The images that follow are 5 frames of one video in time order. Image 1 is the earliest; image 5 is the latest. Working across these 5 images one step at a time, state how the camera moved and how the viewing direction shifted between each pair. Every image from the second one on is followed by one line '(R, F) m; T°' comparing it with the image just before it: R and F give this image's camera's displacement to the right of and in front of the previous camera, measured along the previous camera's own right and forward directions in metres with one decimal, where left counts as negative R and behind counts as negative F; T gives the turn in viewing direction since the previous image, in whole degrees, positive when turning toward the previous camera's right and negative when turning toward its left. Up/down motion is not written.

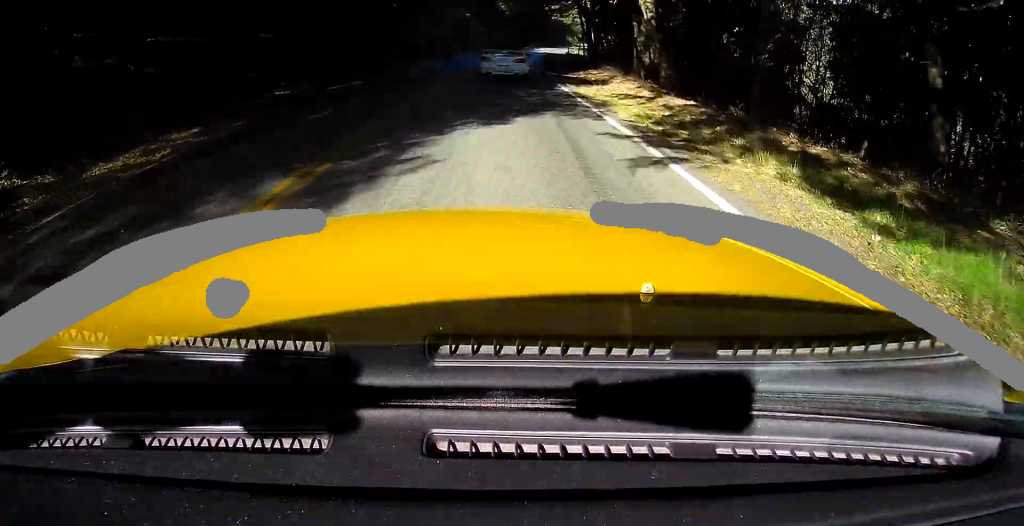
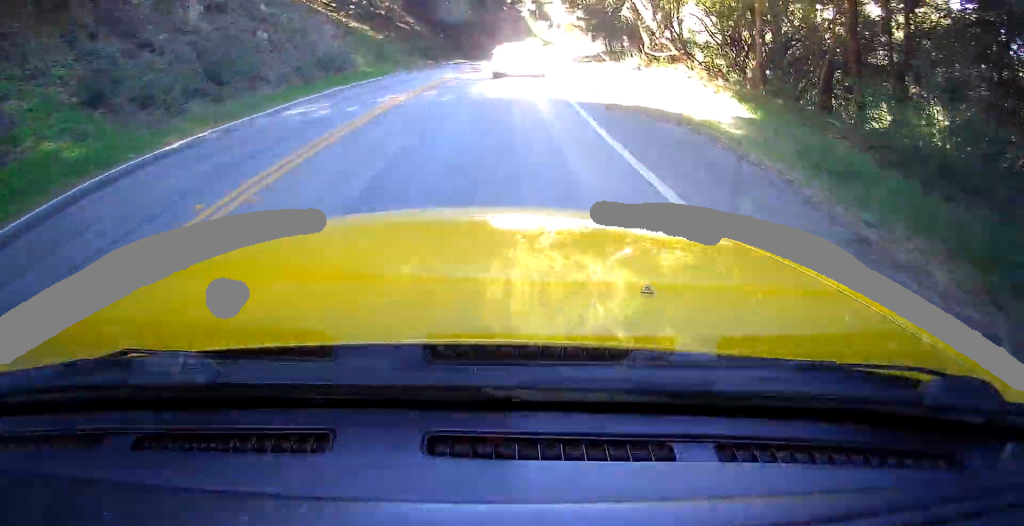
(+0.6, +53.5) m; +2°
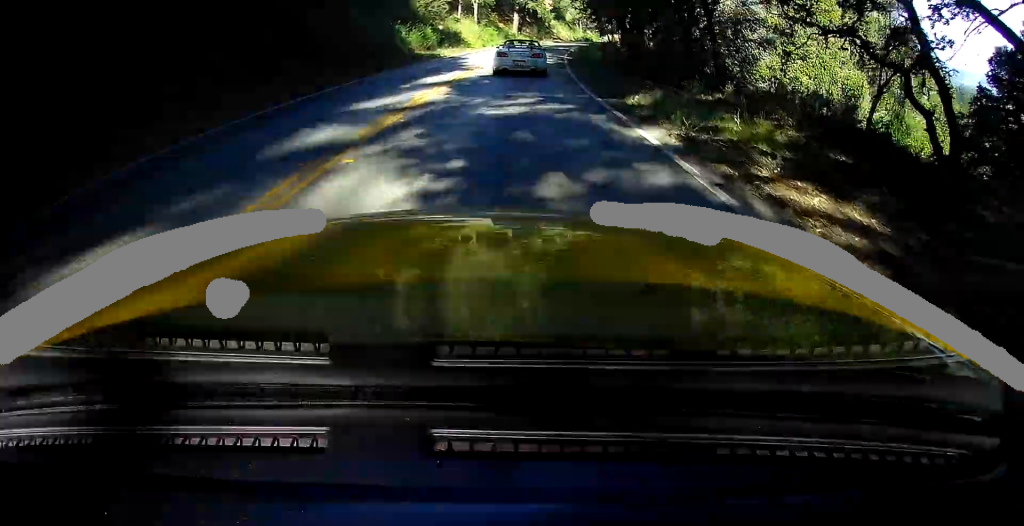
(+2.9, +50.2) m; +7°
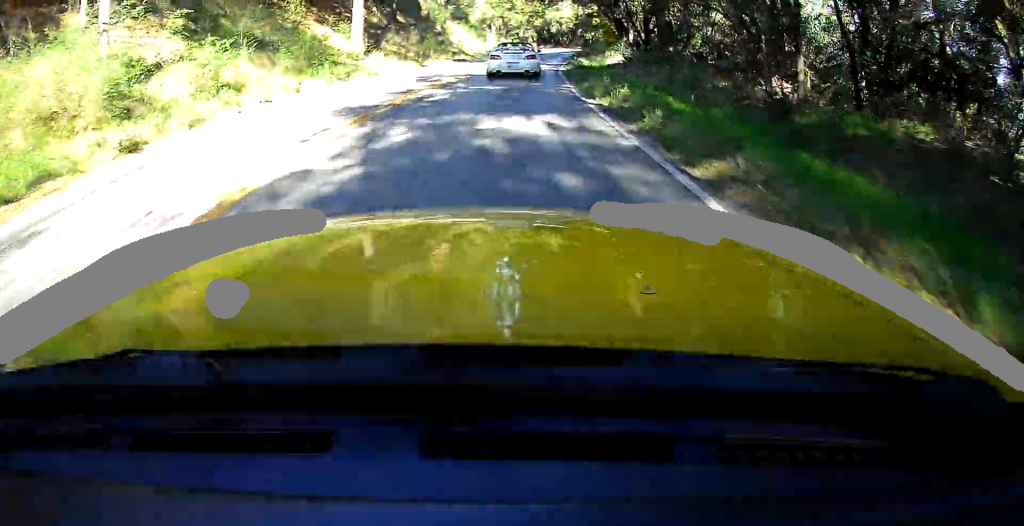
(+3.0, +48.1) m; +10°
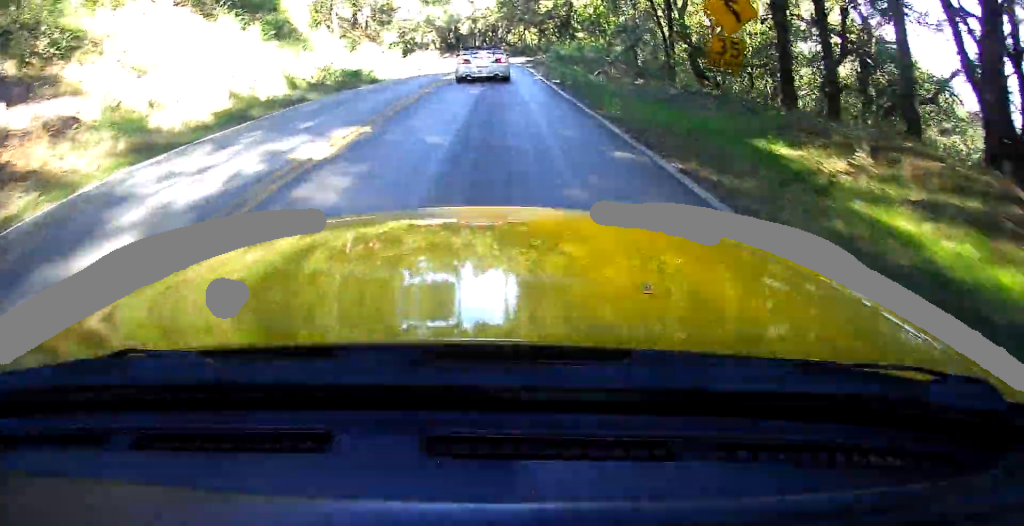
(+4.7, +44.9) m; +12°
